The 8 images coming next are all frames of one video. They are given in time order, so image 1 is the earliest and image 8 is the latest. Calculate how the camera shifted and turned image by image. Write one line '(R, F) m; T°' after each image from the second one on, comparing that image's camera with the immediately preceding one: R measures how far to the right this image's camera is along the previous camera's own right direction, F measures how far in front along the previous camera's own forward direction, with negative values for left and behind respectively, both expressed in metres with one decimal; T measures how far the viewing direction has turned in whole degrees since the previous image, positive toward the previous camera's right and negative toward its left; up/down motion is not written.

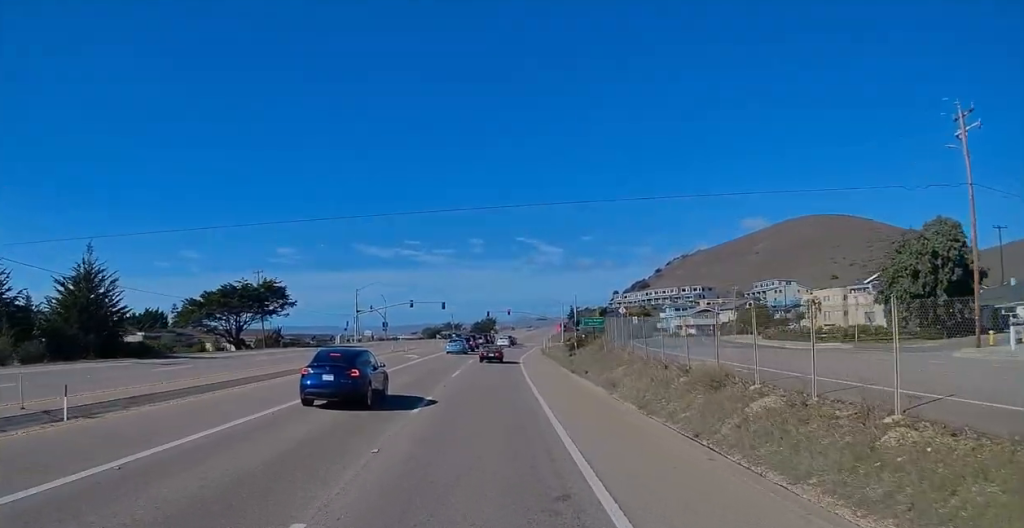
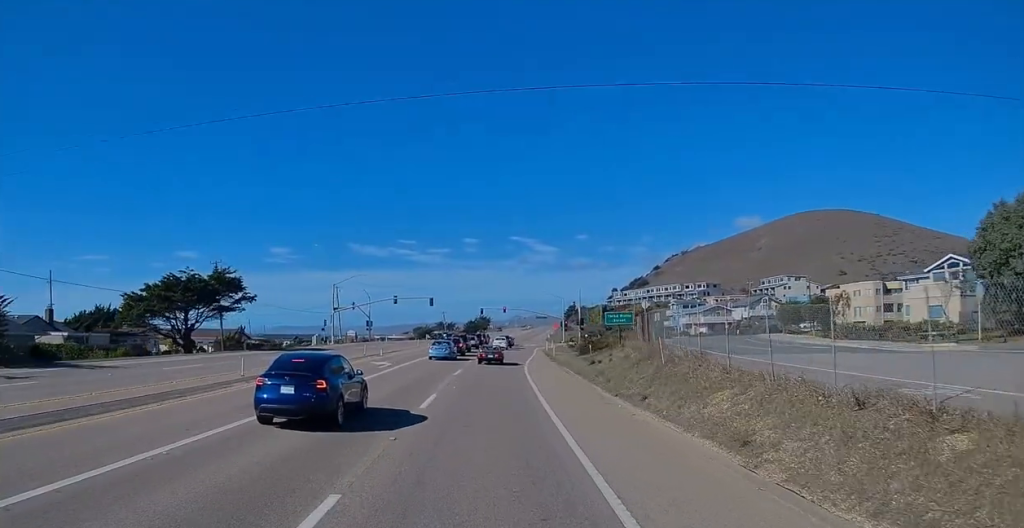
(+0.3, +11.9) m; +2°
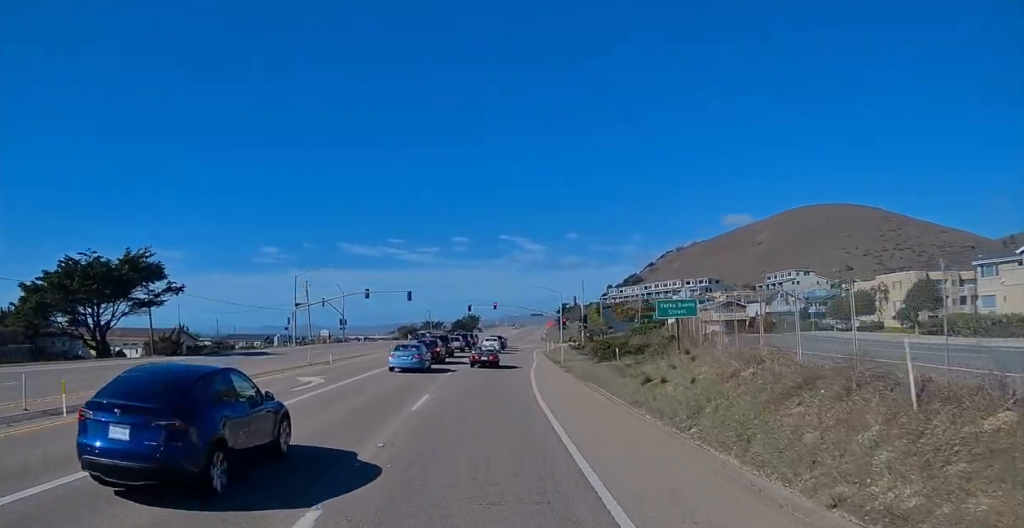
(0.0, +13.7) m; -1°
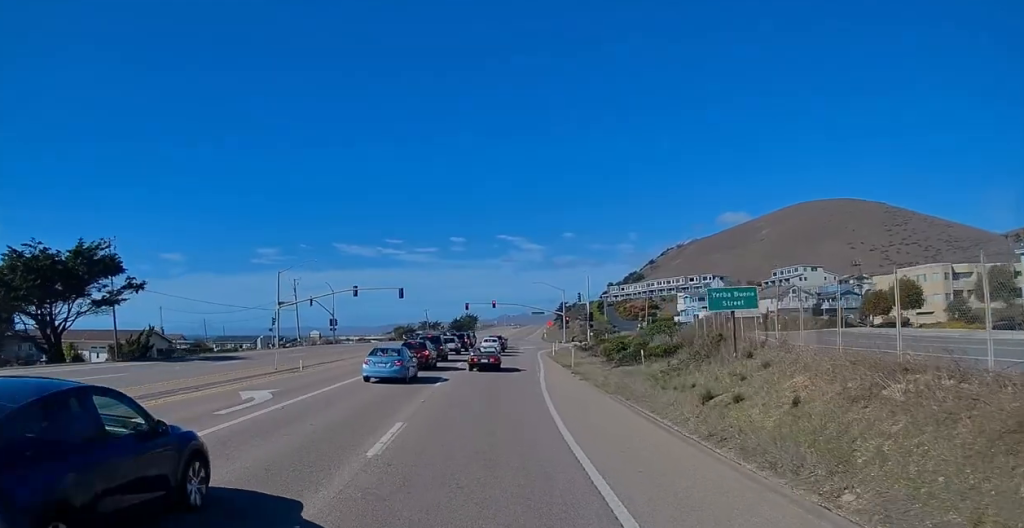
(0.0, +6.0) m; 0°
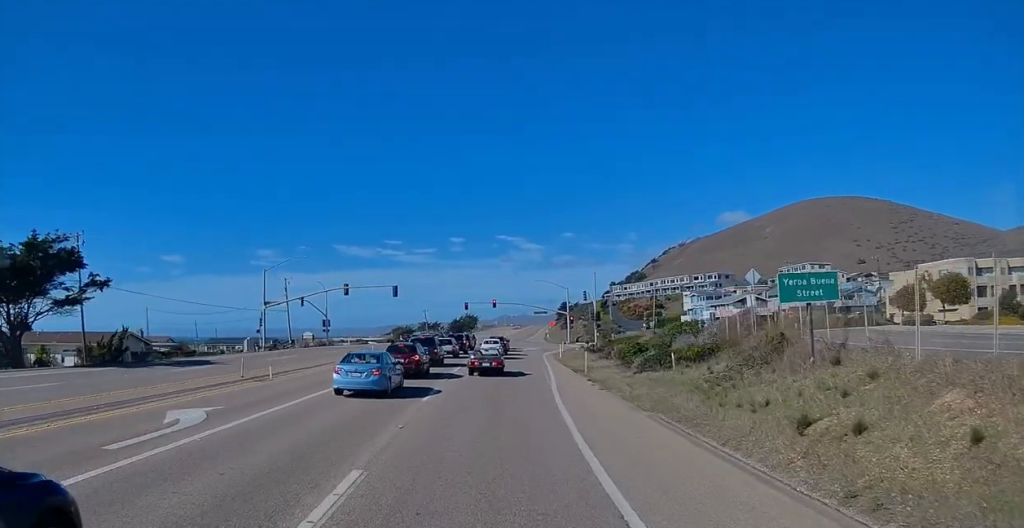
(0.0, +4.8) m; +1°
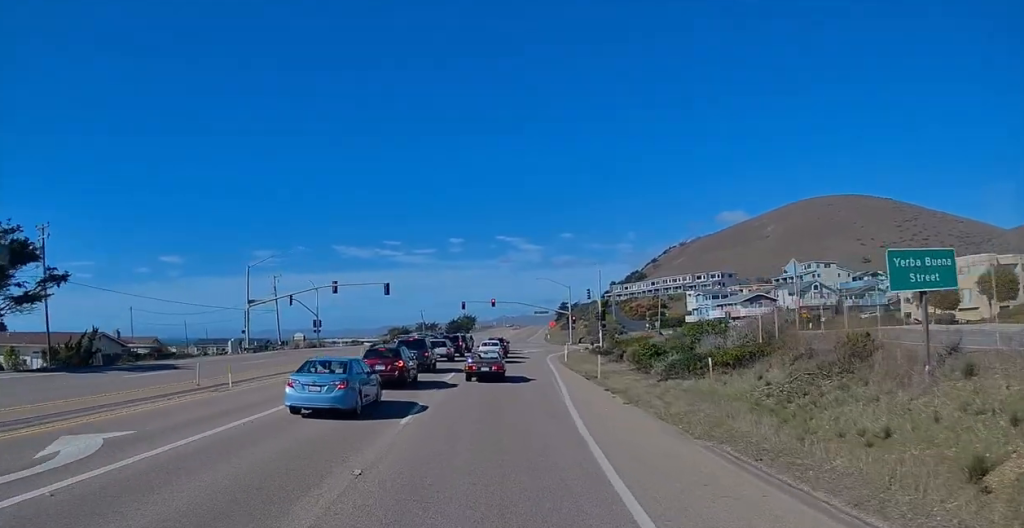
(+0.1, +4.7) m; +1°
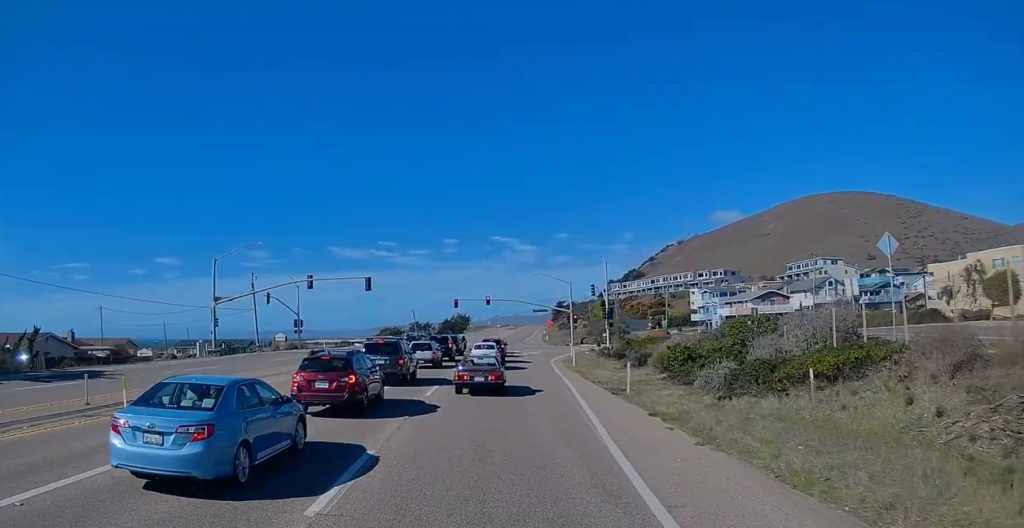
(0.0, +7.9) m; 0°
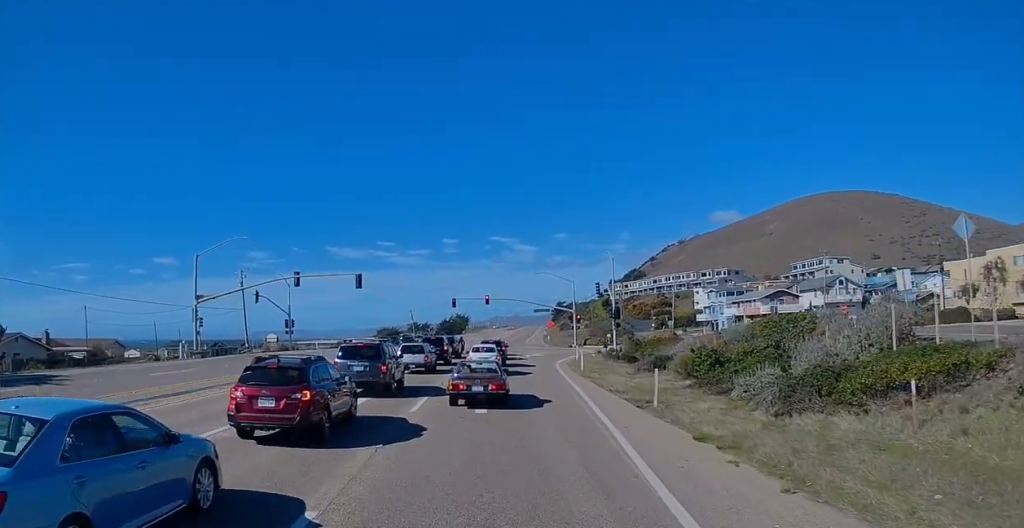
(0.0, +3.6) m; 0°
